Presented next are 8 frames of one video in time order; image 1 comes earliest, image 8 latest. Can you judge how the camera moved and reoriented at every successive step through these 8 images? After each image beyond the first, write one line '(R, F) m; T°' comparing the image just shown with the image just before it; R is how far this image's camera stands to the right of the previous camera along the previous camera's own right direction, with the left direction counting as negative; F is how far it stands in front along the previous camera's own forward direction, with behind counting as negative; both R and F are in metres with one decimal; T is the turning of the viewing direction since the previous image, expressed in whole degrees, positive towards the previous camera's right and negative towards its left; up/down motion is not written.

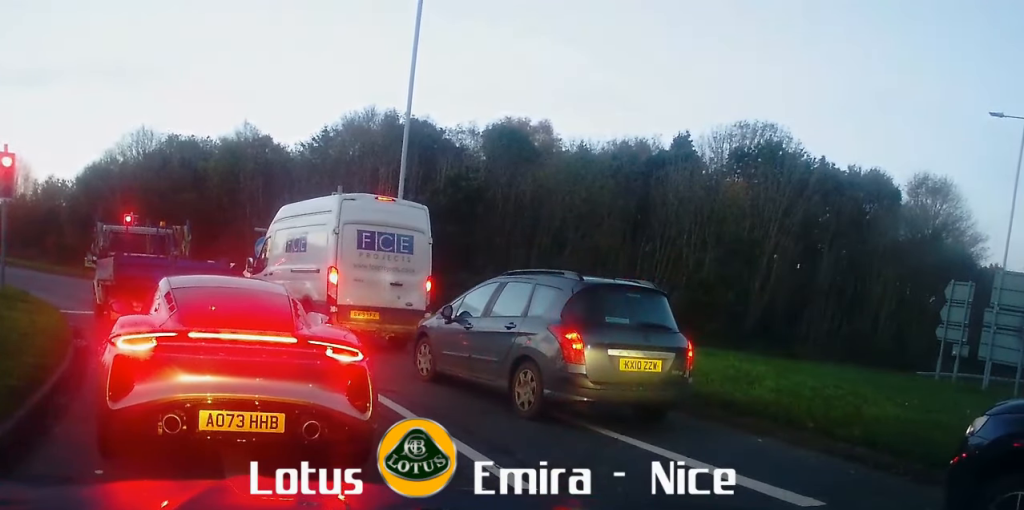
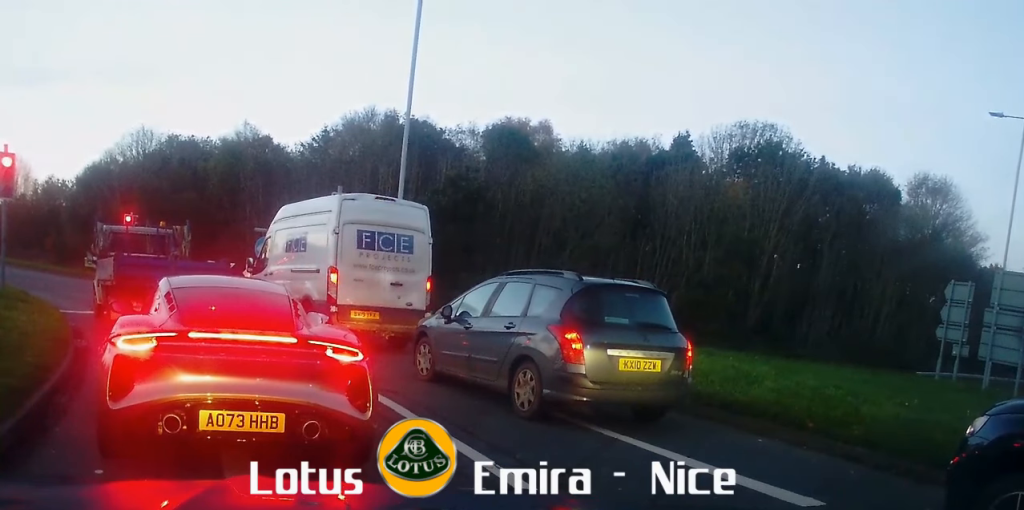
(0.0, 0.0) m; 0°
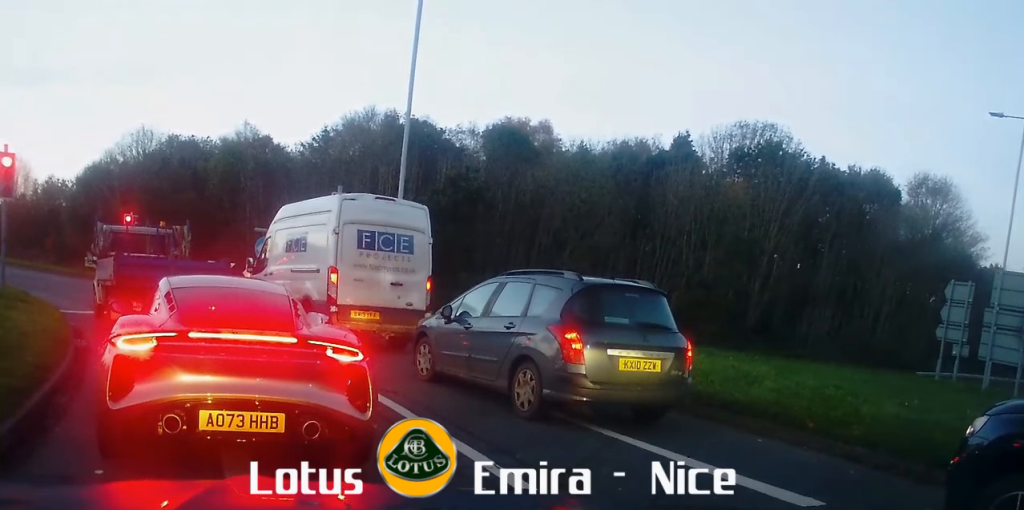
(0.0, 0.0) m; 0°
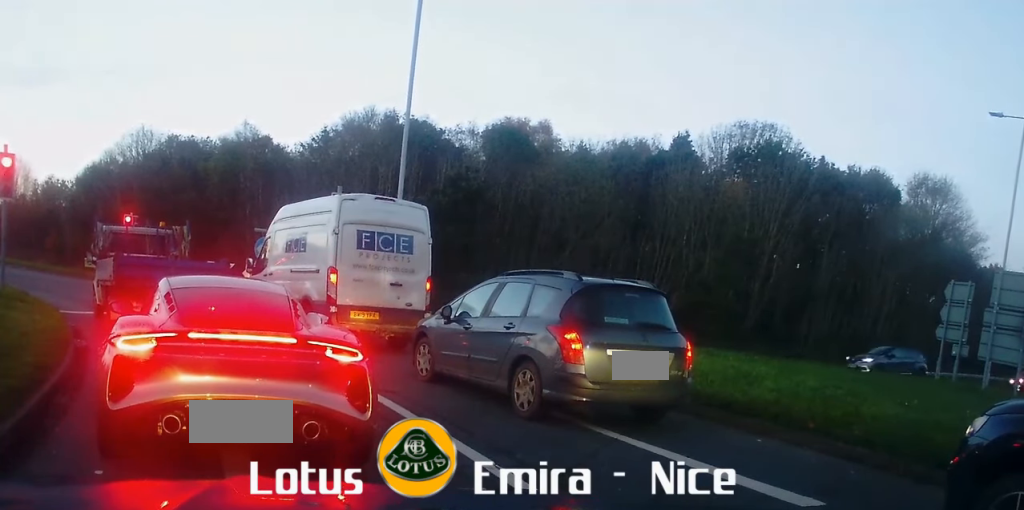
(0.0, 0.0) m; 0°
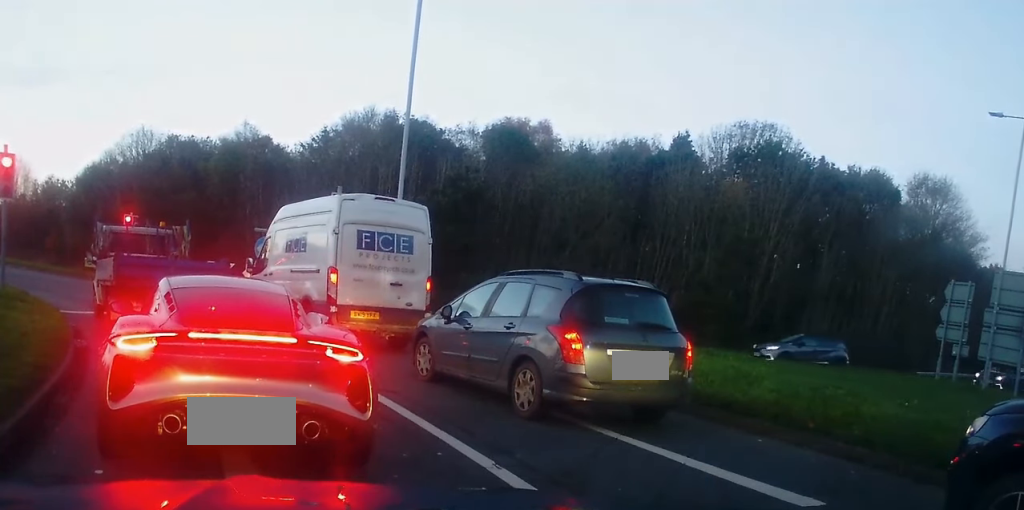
(0.0, 0.0) m; 0°
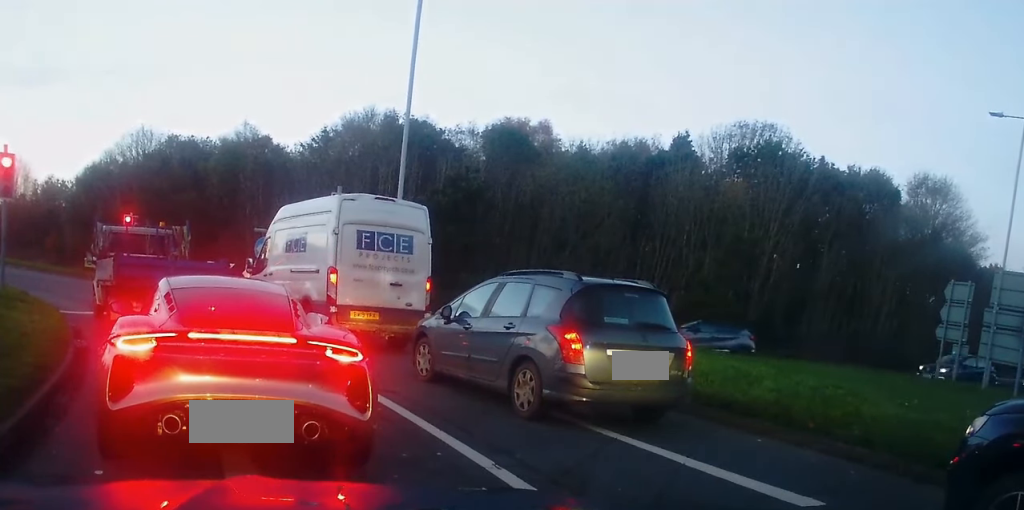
(0.0, 0.0) m; 0°
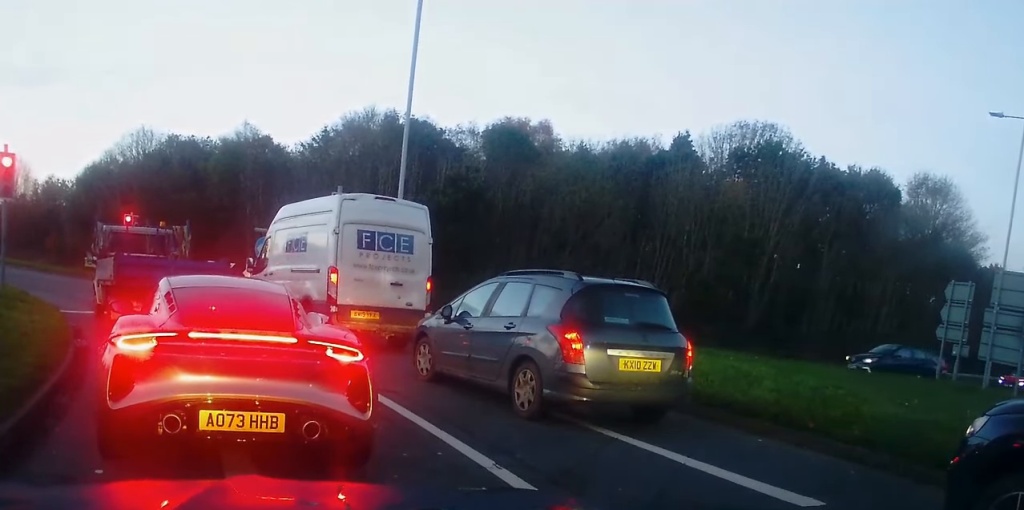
(0.0, 0.0) m; 0°
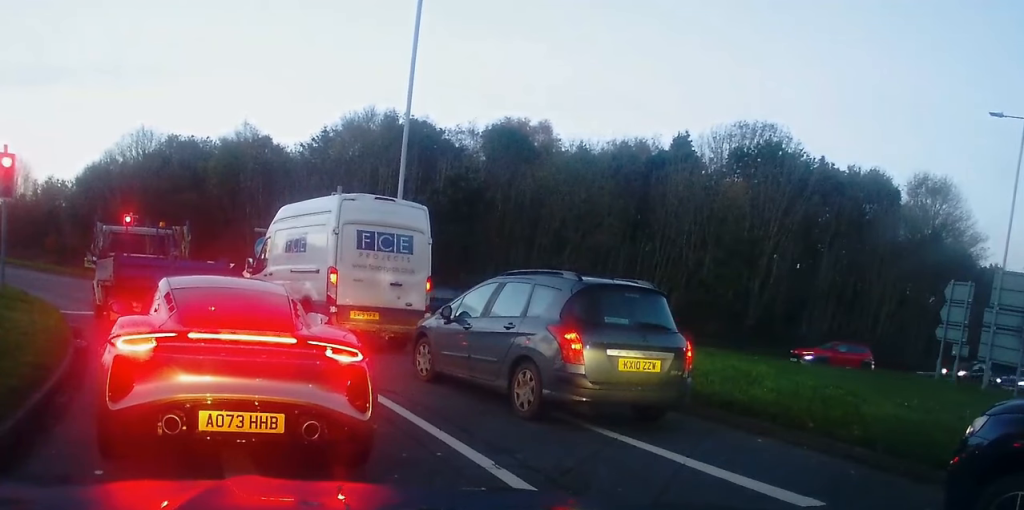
(0.0, 0.0) m; 0°
